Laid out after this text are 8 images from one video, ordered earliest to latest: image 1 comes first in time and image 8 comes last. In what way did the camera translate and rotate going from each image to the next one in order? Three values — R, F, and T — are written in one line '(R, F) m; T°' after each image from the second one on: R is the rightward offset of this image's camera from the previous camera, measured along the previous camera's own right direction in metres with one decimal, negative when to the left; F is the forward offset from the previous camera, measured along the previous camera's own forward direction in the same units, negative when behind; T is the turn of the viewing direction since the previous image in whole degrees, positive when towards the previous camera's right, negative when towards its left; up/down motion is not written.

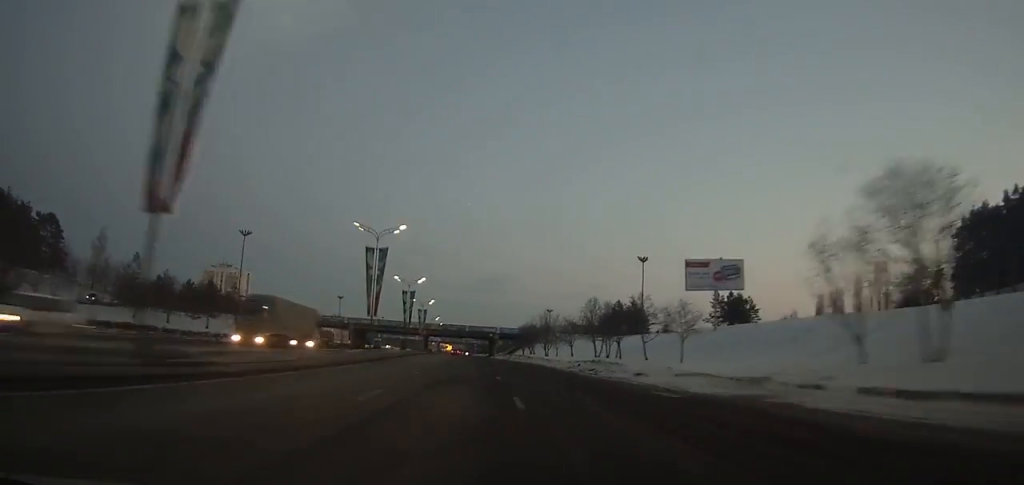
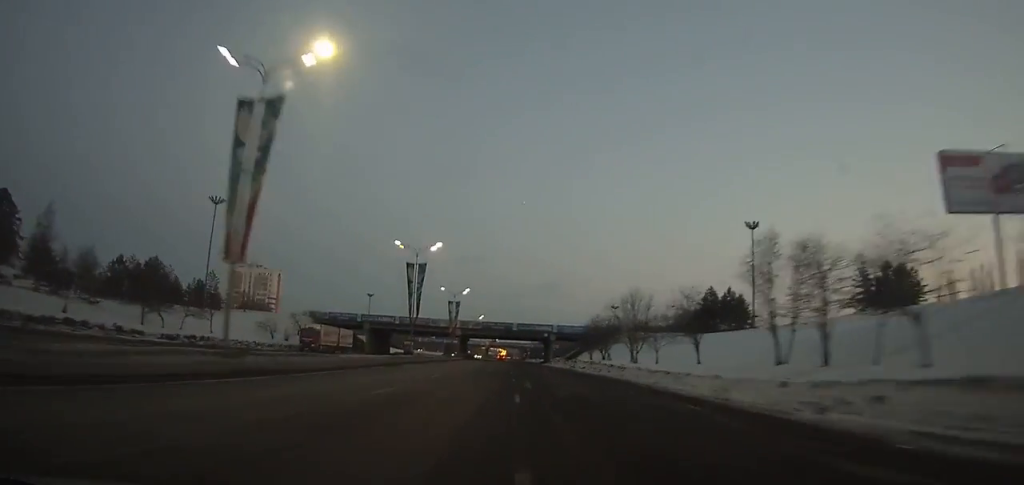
(-0.9, +32.8) m; -3°
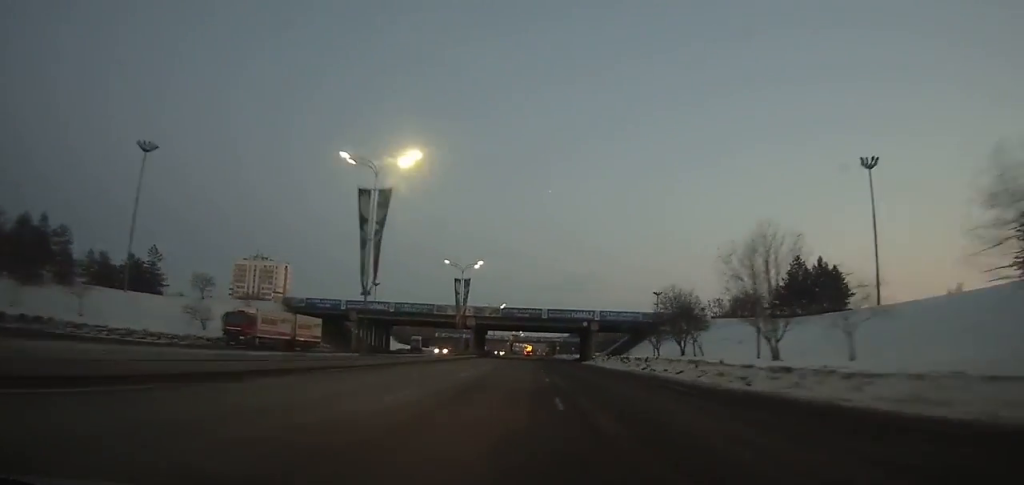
(-0.7, +26.3) m; -1°
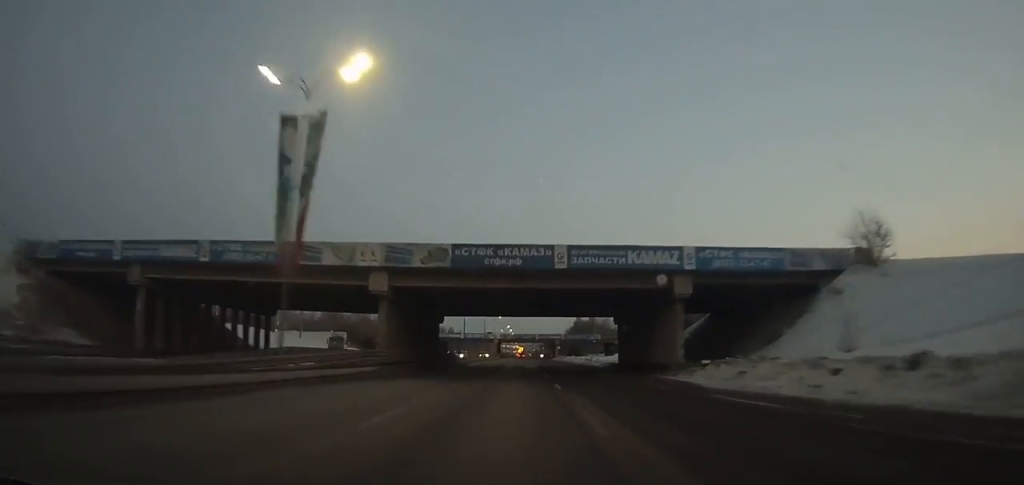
(-0.3, +52.8) m; 0°
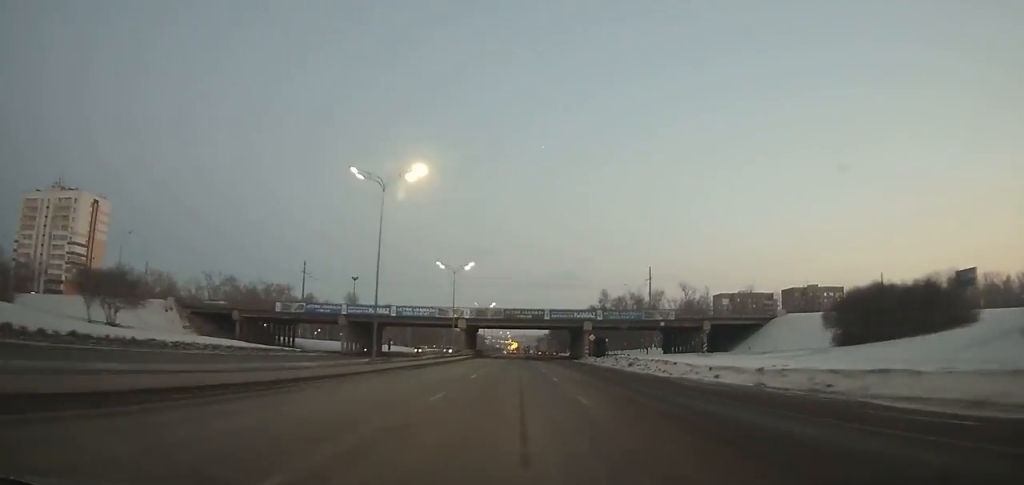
(+1.1, +91.9) m; +1°
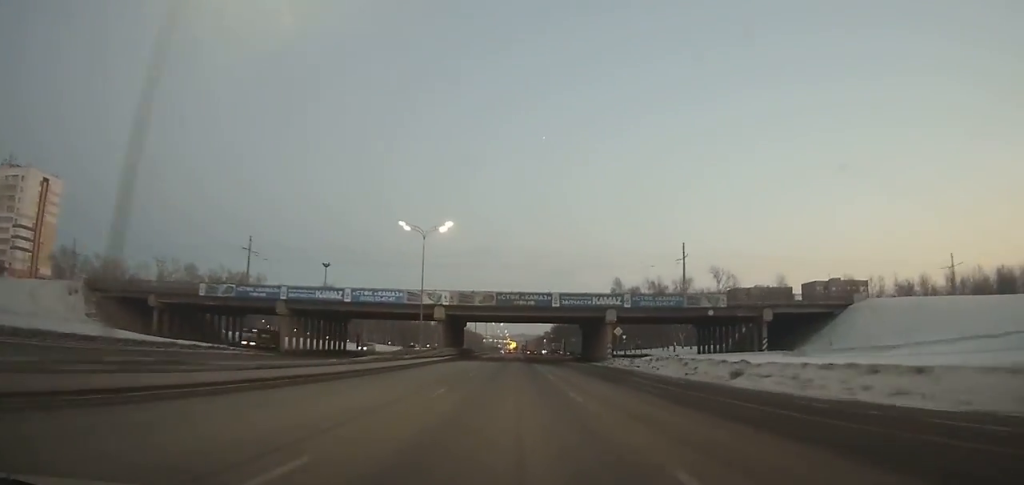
(0.0, +22.9) m; 0°
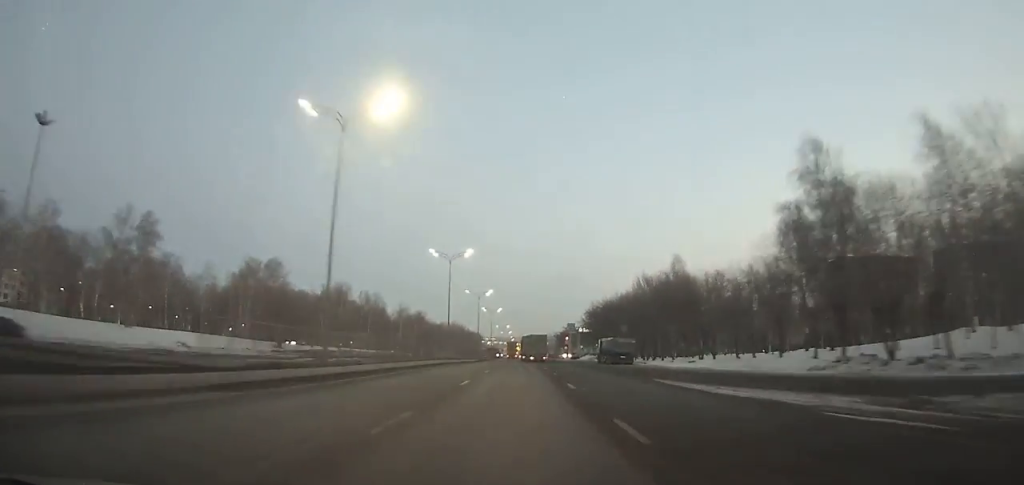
(0.0, +89.4) m; 0°
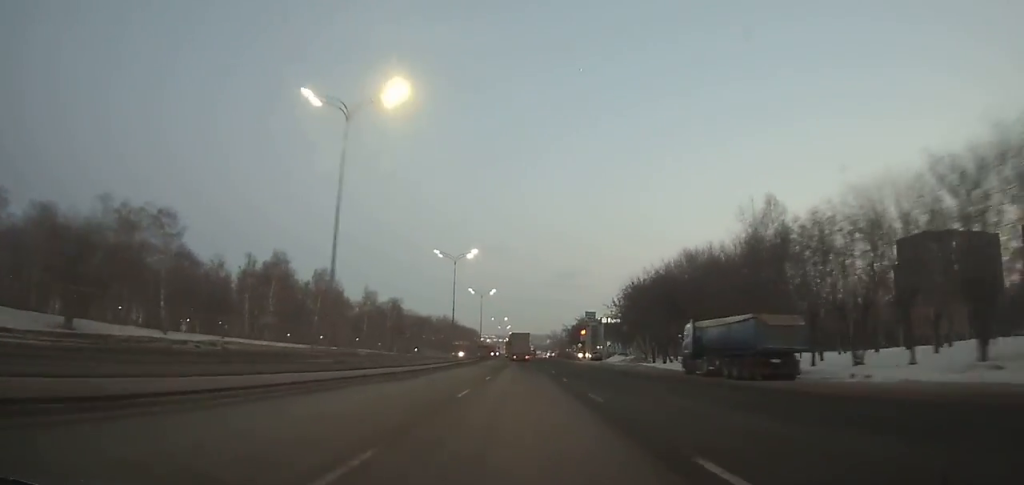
(0.0, +39.8) m; 0°
